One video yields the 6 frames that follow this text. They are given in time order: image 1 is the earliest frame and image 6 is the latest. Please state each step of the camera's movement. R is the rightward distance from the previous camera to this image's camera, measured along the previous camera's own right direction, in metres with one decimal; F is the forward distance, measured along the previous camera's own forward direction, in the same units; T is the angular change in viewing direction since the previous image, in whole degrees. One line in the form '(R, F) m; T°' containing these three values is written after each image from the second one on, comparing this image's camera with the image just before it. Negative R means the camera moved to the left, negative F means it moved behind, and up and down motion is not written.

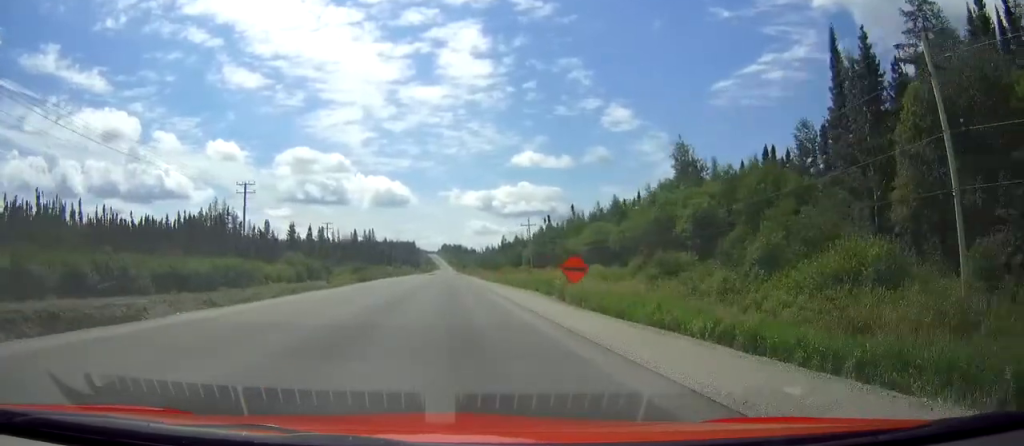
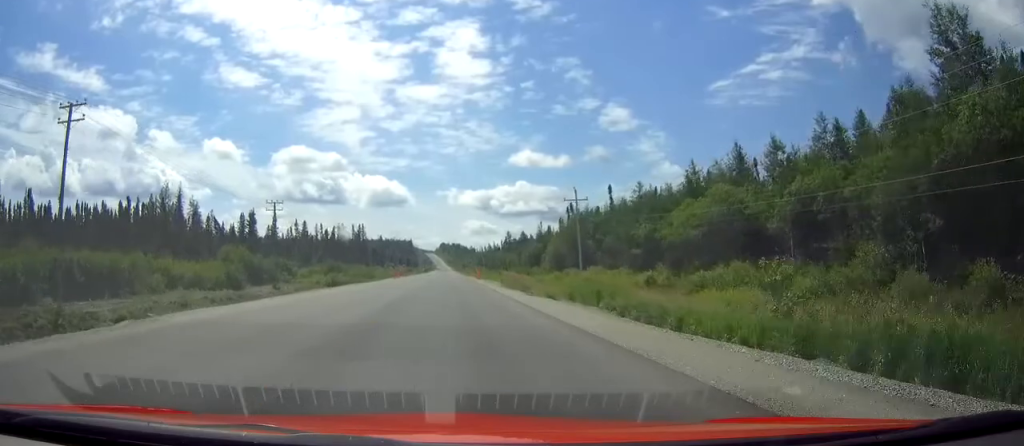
(0.0, +39.9) m; 0°
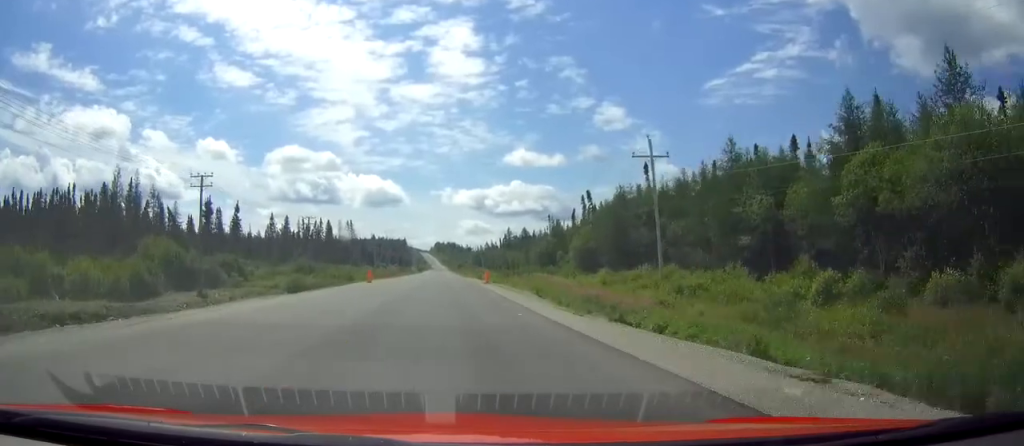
(+0.1, +26.8) m; 0°
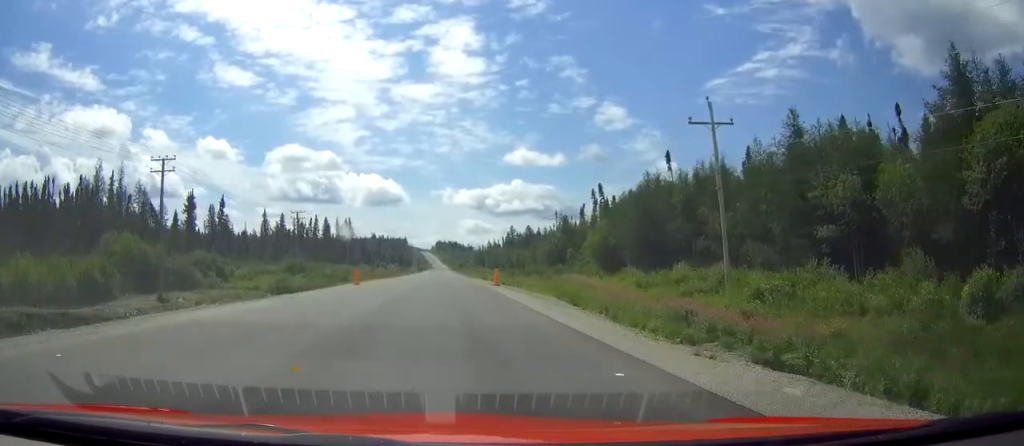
(0.0, +9.9) m; 0°
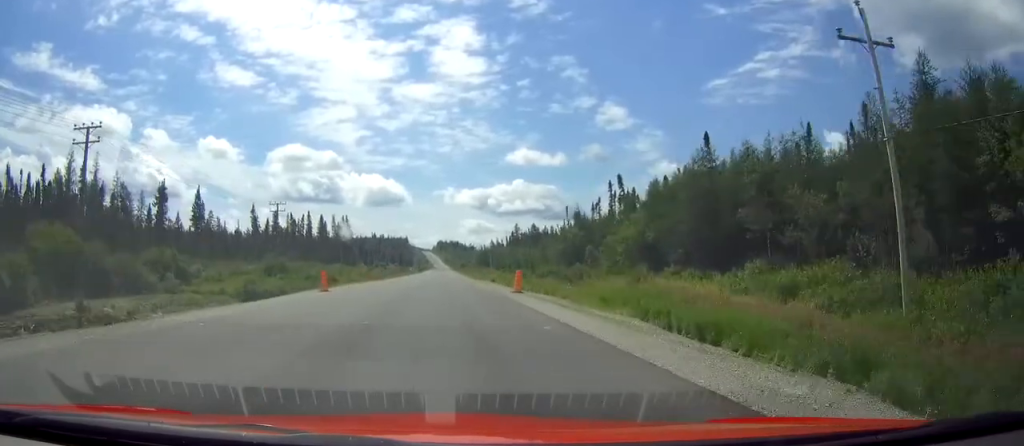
(0.0, +13.7) m; 0°
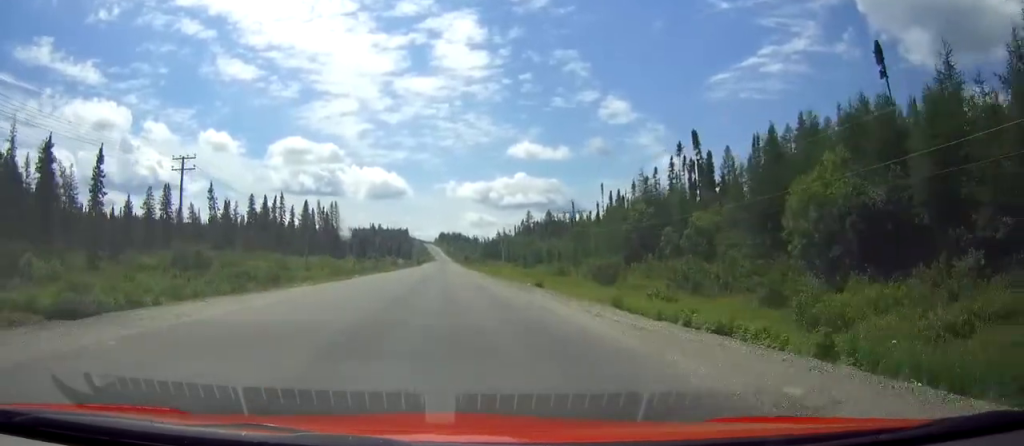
(0.0, +35.8) m; 0°
